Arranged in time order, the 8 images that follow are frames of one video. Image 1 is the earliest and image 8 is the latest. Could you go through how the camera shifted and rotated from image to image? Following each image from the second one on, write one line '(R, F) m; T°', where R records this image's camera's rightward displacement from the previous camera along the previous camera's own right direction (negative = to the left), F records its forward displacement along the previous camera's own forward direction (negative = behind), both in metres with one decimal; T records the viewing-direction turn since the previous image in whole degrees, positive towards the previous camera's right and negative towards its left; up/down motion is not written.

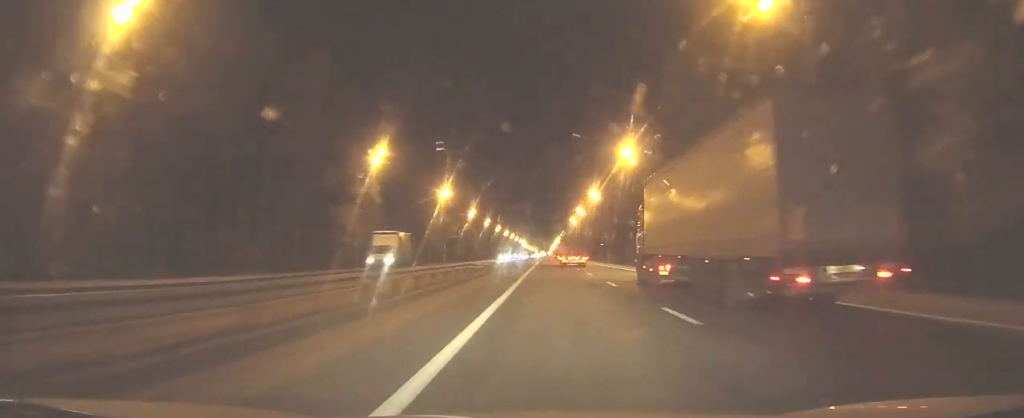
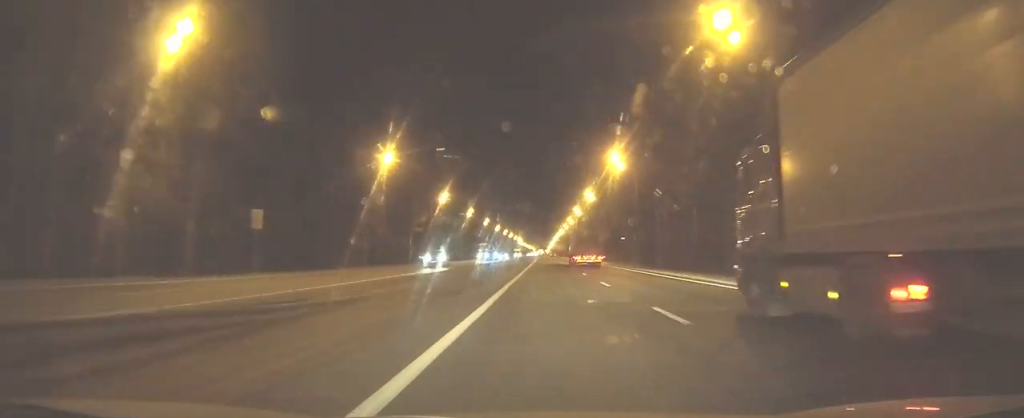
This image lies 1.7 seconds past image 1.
(+0.1, +36.9) m; 0°
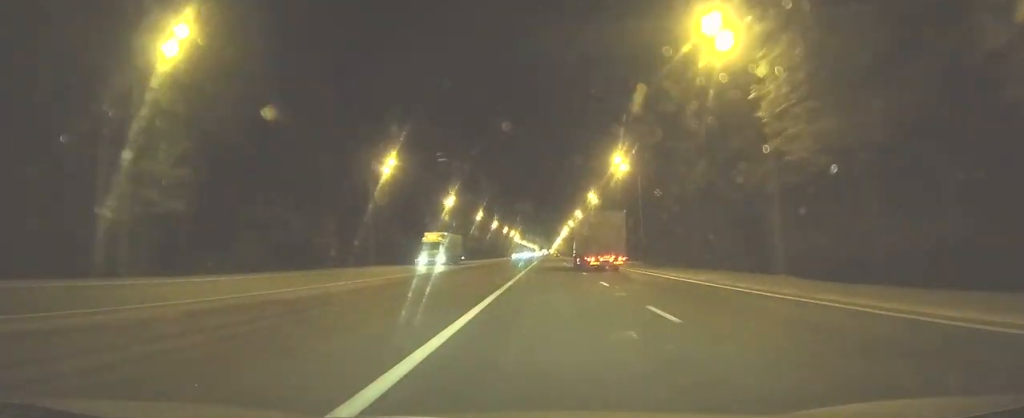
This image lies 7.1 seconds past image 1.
(+0.2, +120.4) m; 0°
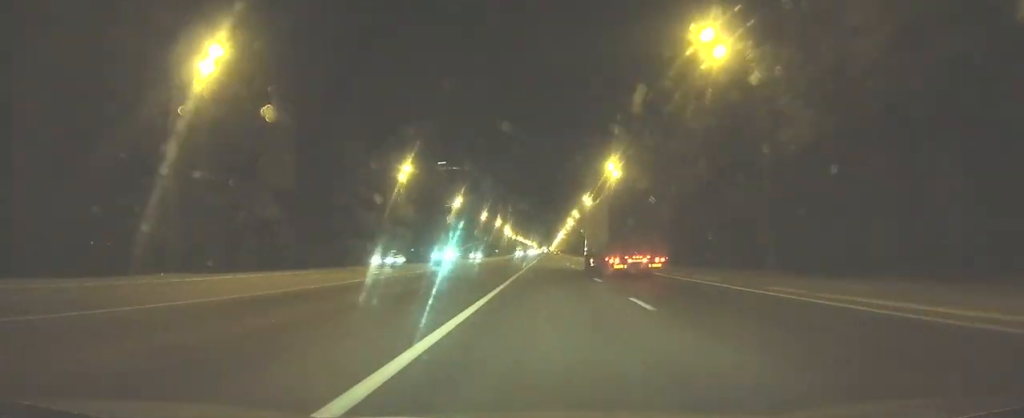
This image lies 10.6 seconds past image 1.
(-0.2, +81.0) m; 0°
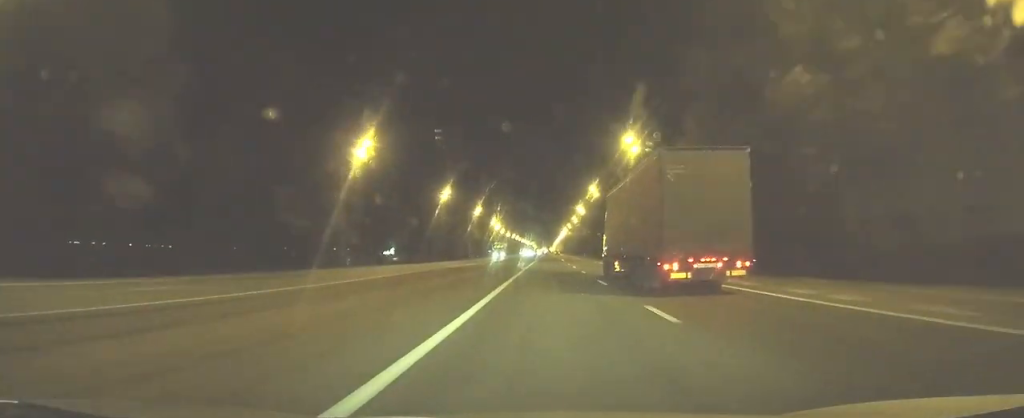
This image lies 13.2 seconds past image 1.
(+0.2, +60.9) m; +1°
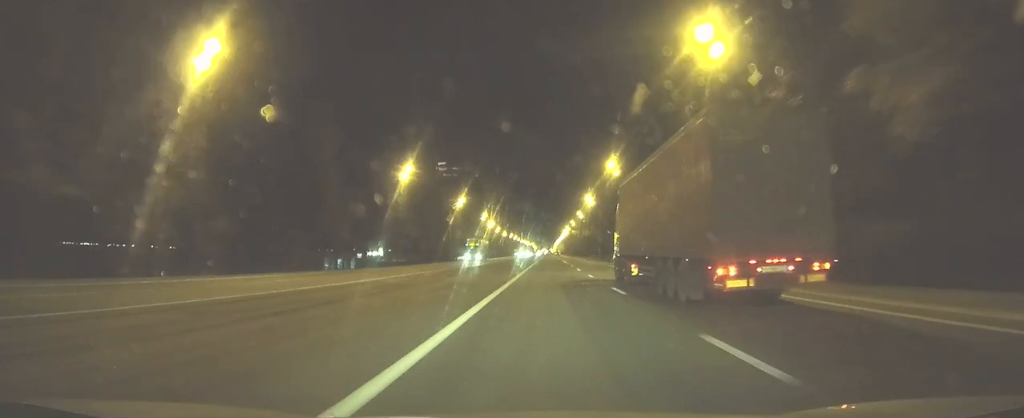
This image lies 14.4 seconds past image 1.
(+0.2, +28.1) m; 0°
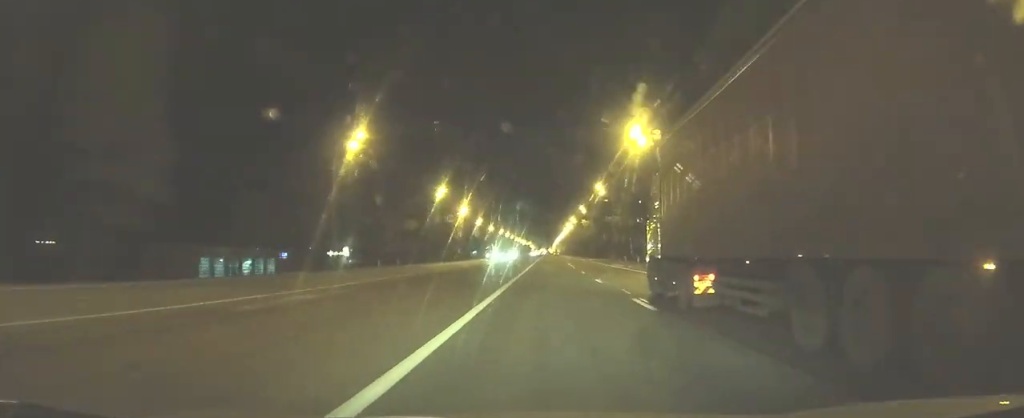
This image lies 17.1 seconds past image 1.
(+0.3, +63.2) m; 0°
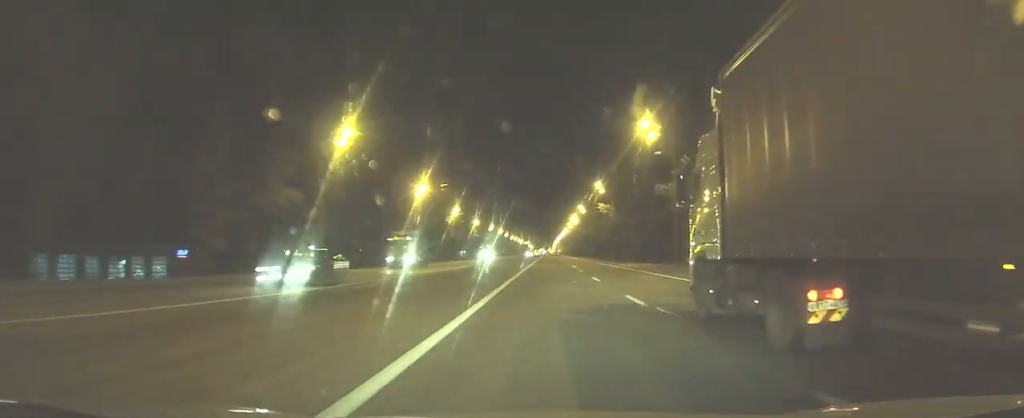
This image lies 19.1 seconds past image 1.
(0.0, +46.5) m; 0°
